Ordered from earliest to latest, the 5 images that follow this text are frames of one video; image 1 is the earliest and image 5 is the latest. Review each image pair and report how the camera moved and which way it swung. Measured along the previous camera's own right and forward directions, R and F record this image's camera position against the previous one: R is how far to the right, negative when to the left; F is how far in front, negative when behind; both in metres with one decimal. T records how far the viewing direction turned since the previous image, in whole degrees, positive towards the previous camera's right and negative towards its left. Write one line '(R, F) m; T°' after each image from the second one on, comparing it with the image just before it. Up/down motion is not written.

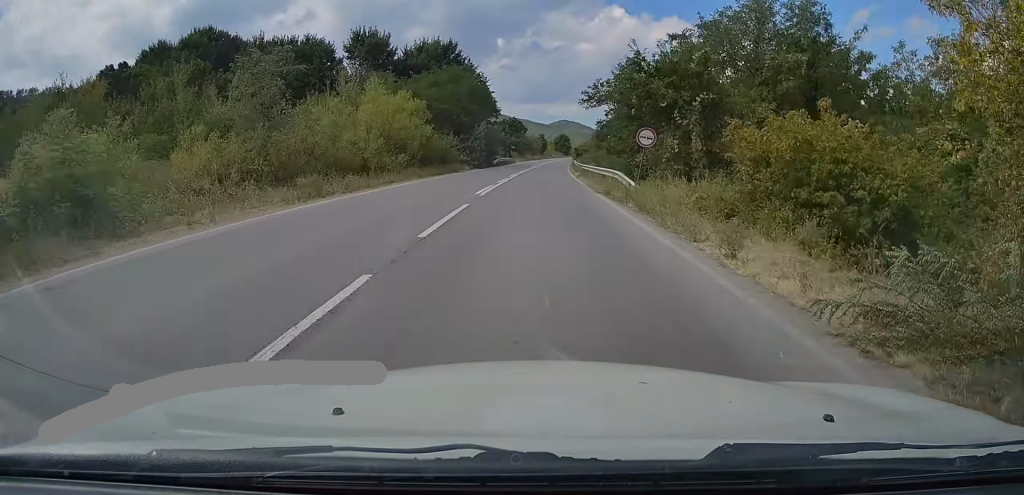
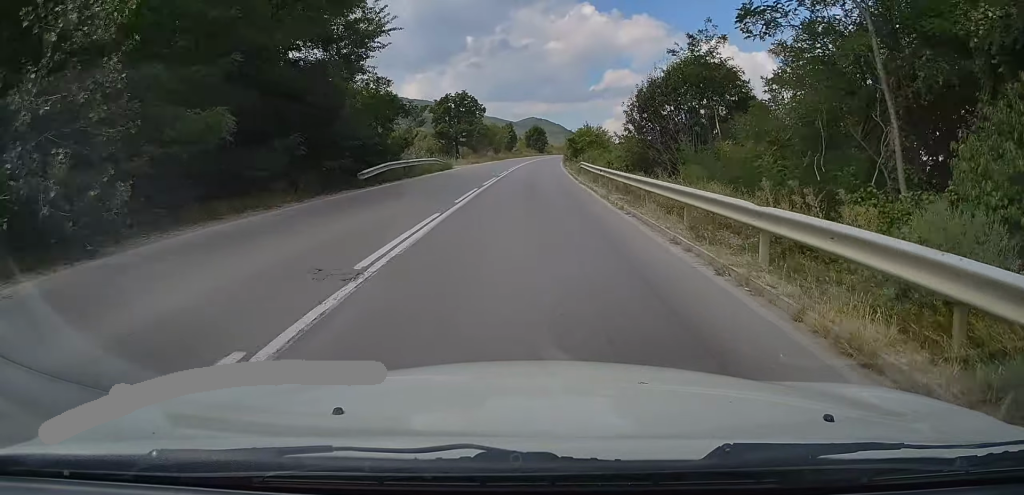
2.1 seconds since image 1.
(+1.1, +48.1) m; +2°
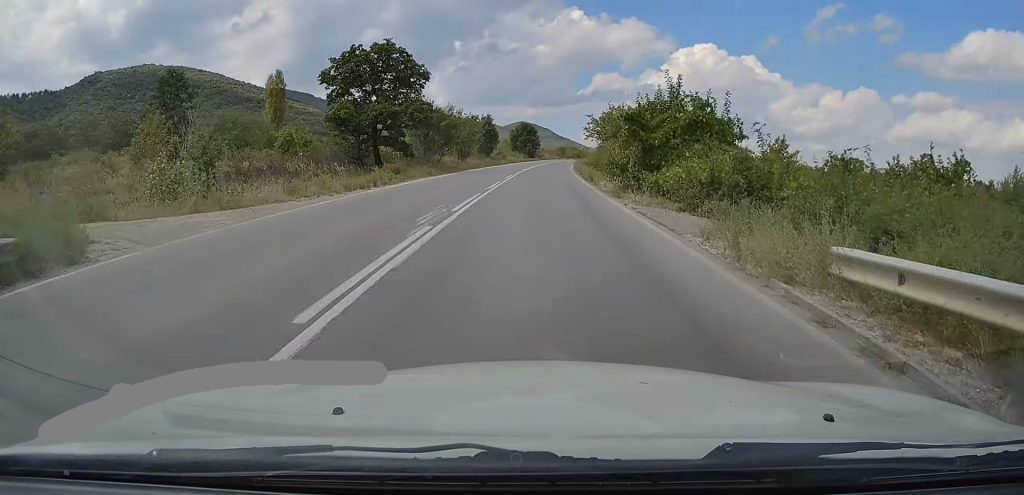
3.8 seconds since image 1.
(+0.5, +38.0) m; +2°
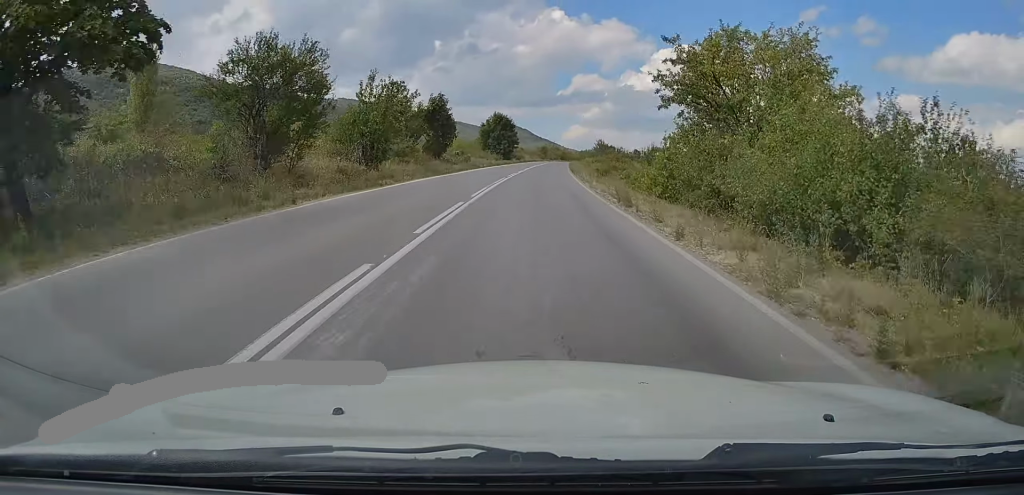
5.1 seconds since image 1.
(+0.5, +30.7) m; +1°
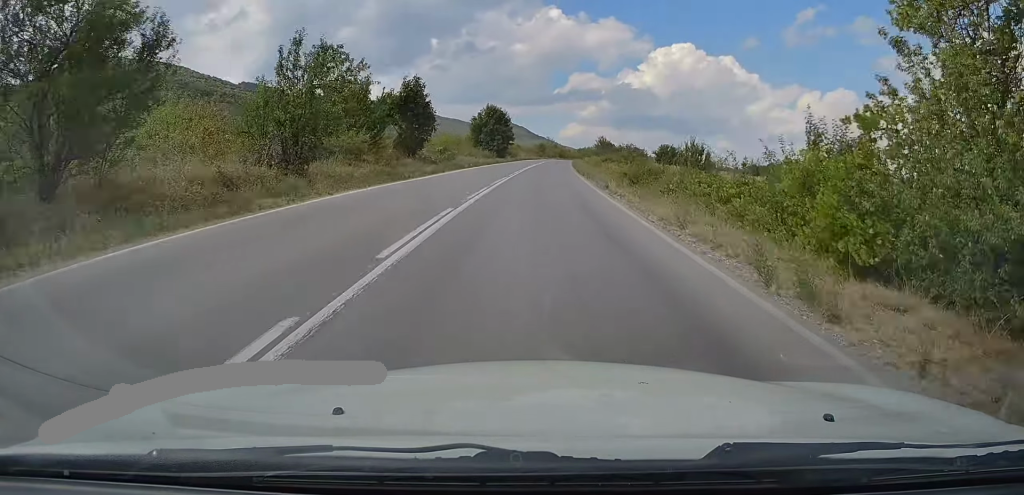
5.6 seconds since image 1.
(0.0, +11.5) m; +1°
